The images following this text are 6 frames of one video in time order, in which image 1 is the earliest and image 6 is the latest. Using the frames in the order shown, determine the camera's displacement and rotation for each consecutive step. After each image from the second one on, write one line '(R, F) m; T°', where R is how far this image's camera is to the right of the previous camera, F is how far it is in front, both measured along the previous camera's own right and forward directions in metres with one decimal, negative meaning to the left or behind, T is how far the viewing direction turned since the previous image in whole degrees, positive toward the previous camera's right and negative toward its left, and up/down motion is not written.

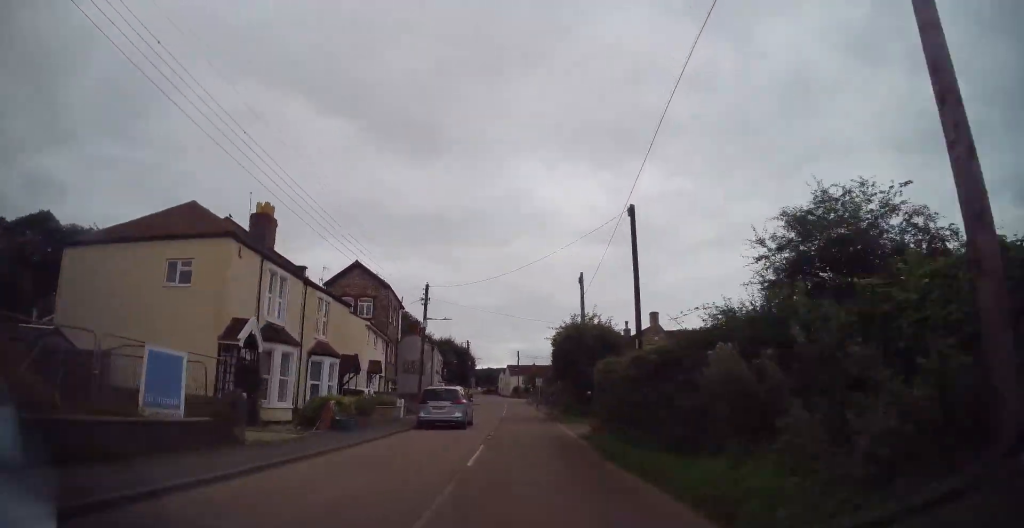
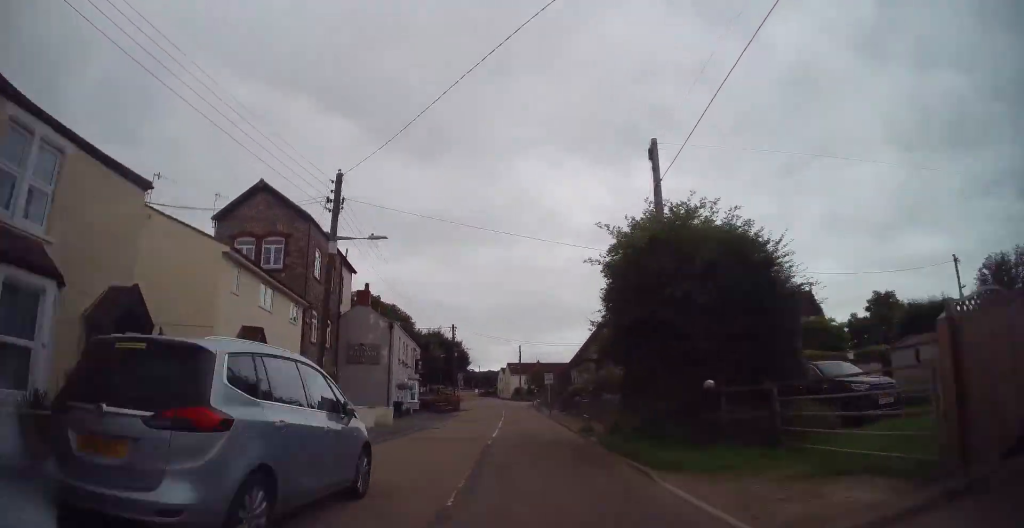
(-0.3, +16.6) m; -1°
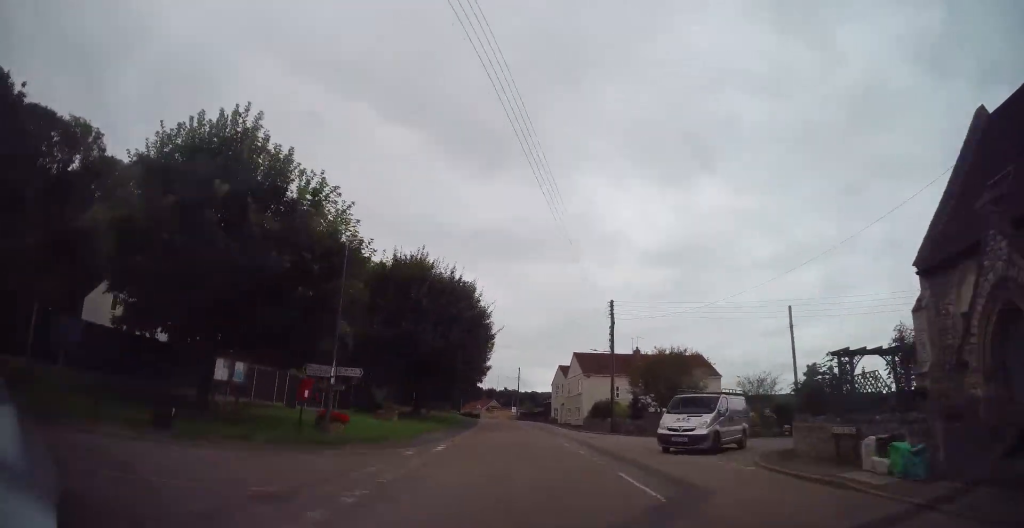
(-1.3, +55.3) m; -4°
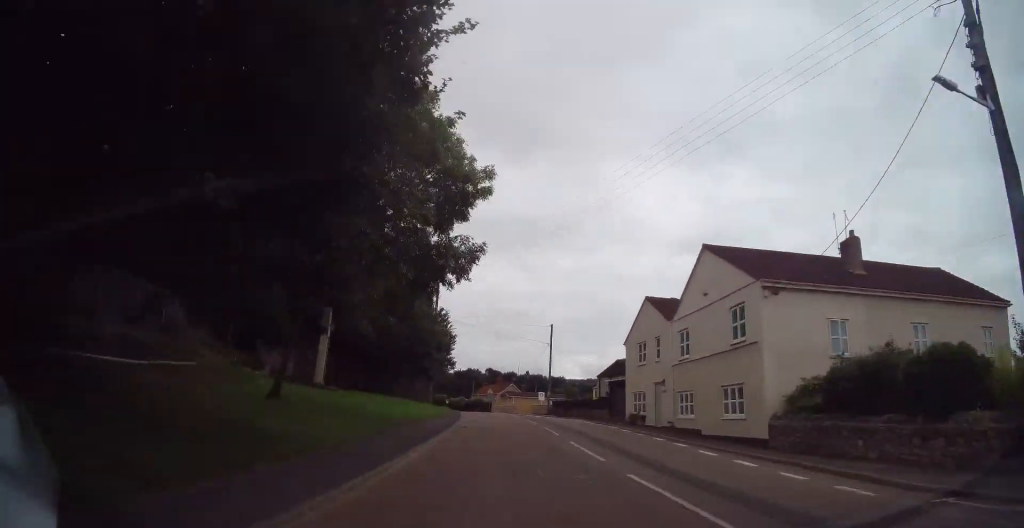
(-1.2, +32.6) m; -5°
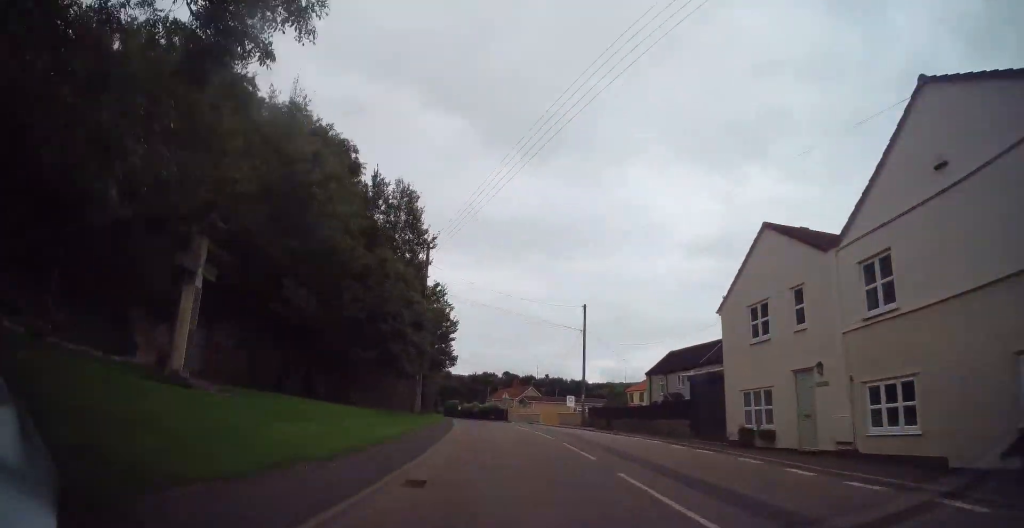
(-0.1, +12.2) m; -2°
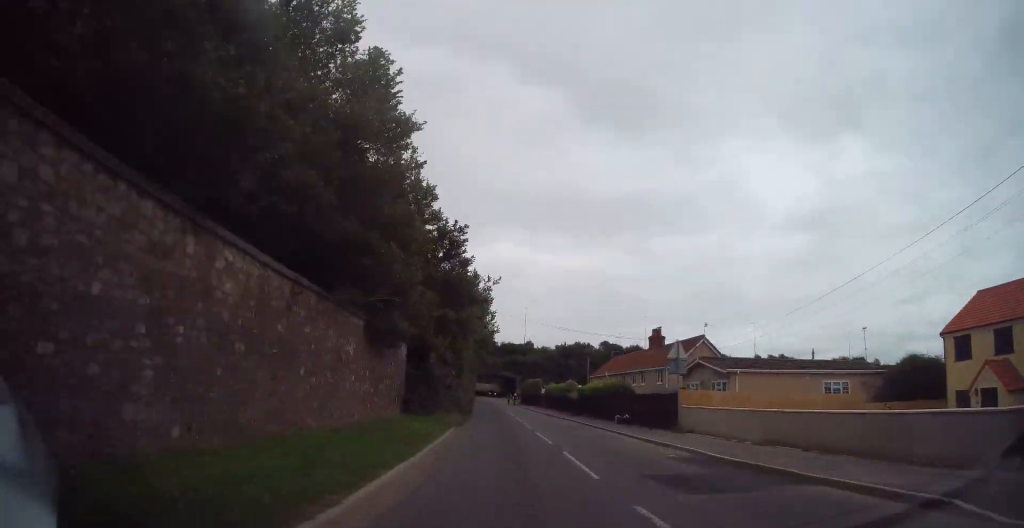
(-3.3, +47.4) m; -8°
